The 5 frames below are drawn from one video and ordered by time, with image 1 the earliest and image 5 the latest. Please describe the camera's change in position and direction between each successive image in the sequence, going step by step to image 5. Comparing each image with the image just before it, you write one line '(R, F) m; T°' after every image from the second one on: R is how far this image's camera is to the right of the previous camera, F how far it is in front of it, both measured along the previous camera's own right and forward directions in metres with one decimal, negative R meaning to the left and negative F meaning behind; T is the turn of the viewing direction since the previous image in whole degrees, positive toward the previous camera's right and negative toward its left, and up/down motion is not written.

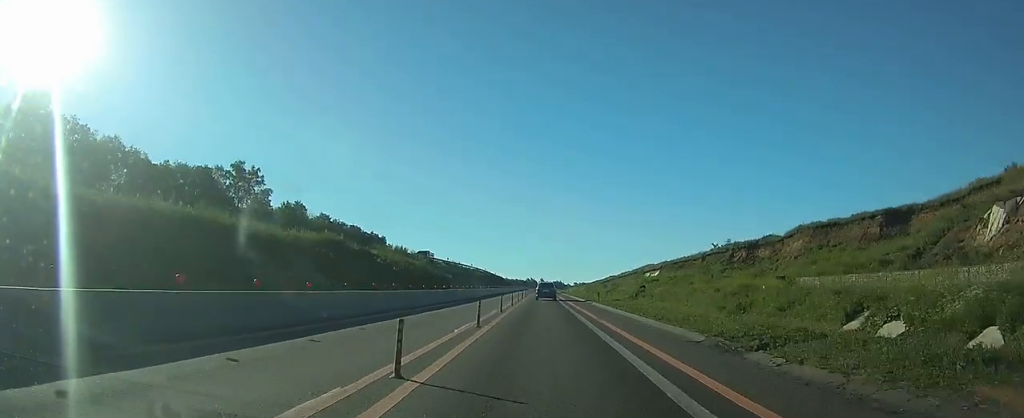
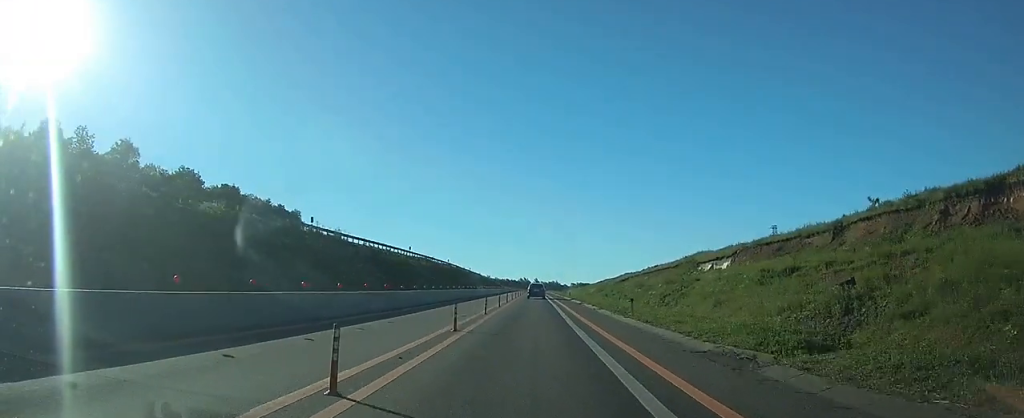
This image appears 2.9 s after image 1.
(-0.2, +69.5) m; 0°
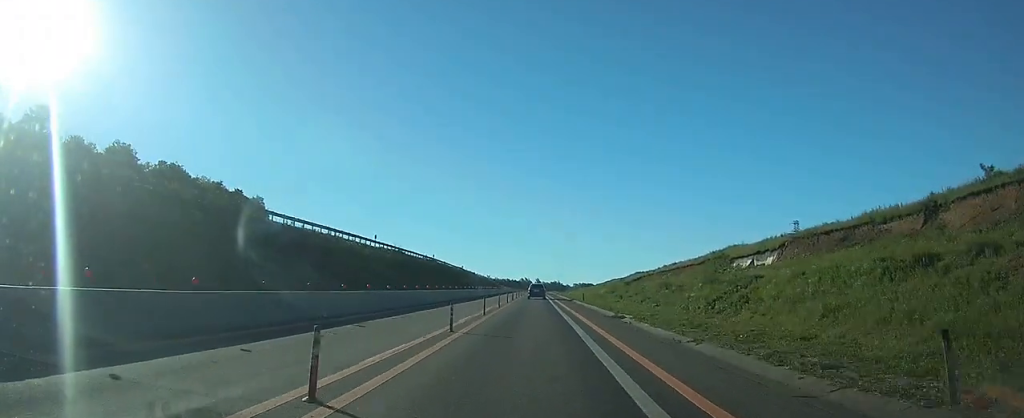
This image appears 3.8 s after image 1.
(0.0, +20.1) m; 0°
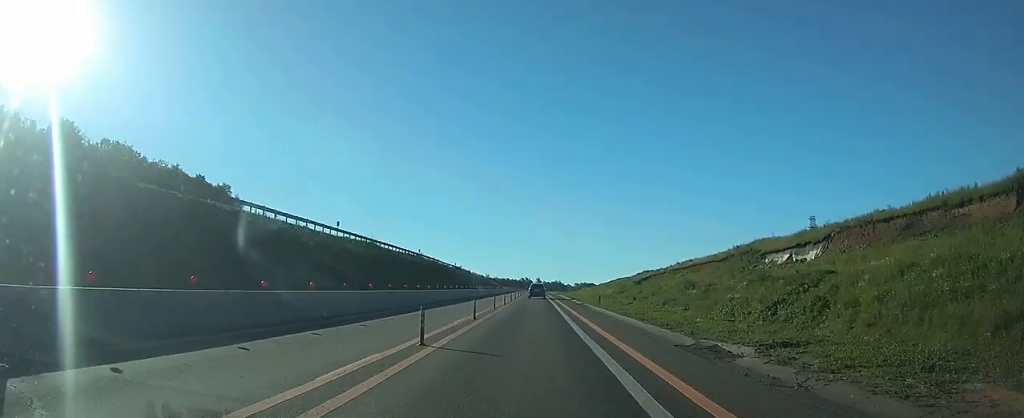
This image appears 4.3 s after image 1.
(+0.1, +13.8) m; 0°
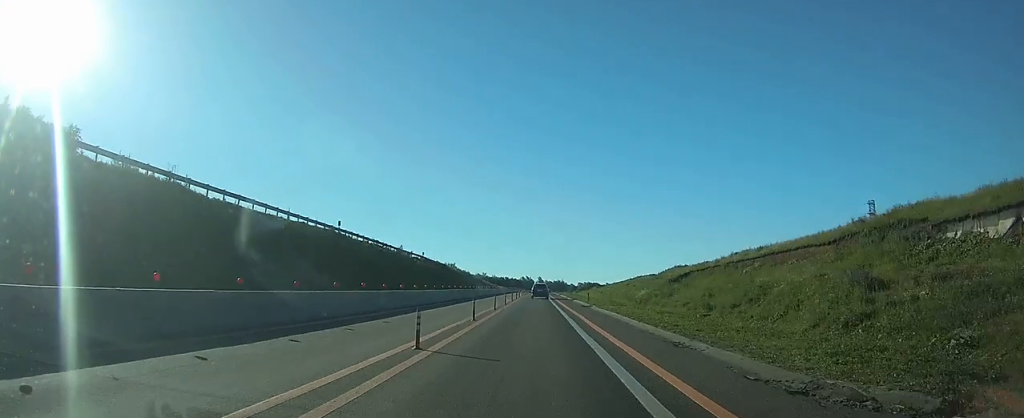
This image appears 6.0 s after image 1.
(0.0, +40.0) m; 0°
